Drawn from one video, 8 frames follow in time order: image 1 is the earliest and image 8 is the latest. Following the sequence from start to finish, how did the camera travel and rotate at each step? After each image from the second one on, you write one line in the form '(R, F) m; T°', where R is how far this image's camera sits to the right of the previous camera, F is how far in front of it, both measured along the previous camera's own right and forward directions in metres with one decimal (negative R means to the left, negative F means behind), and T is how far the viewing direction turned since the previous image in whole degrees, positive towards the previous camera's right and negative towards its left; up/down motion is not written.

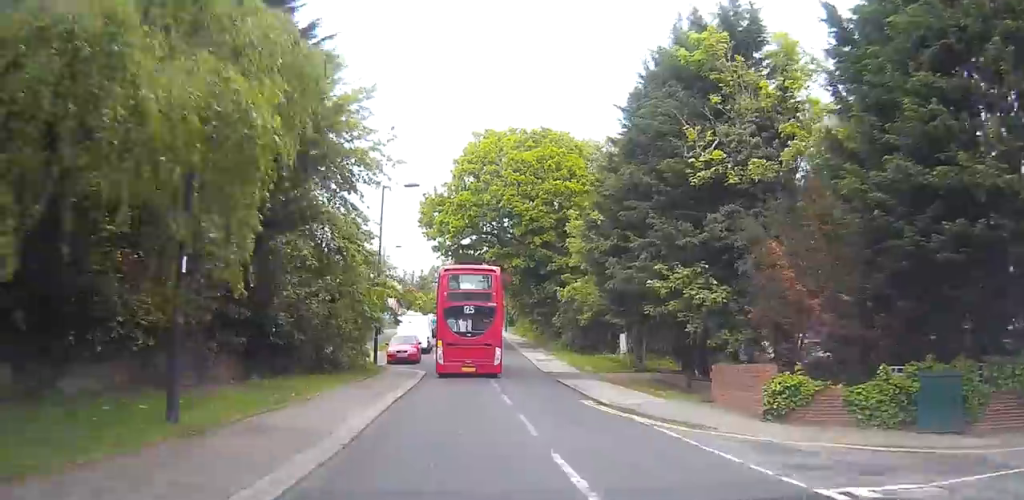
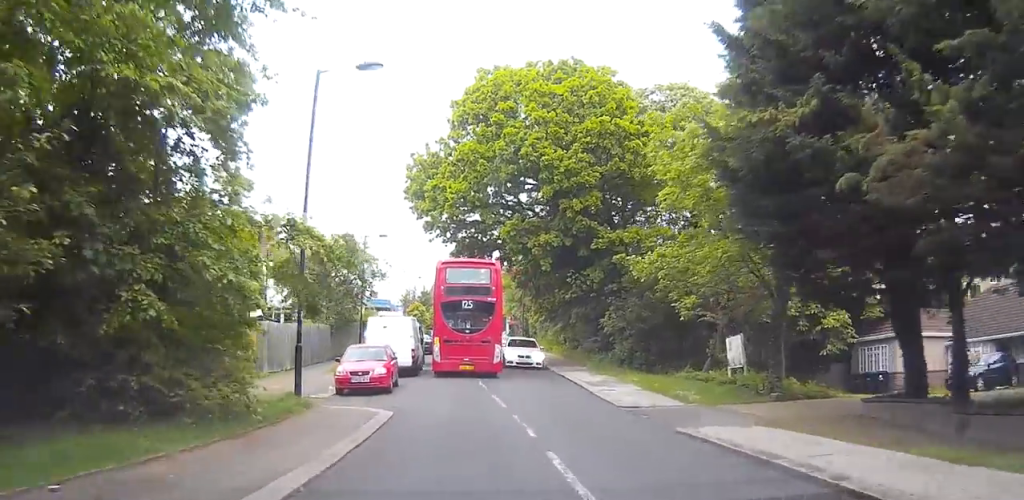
(0.0, +16.3) m; 0°
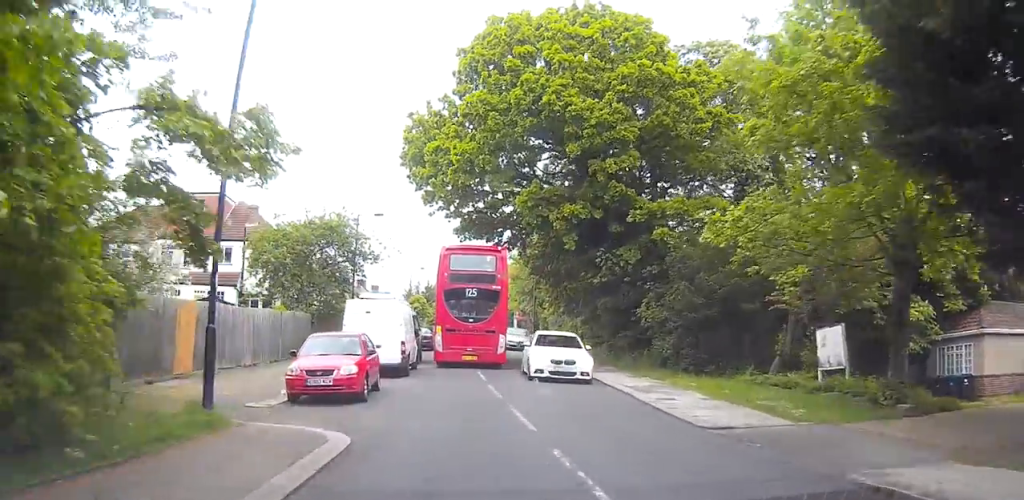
(0.0, +6.5) m; 0°
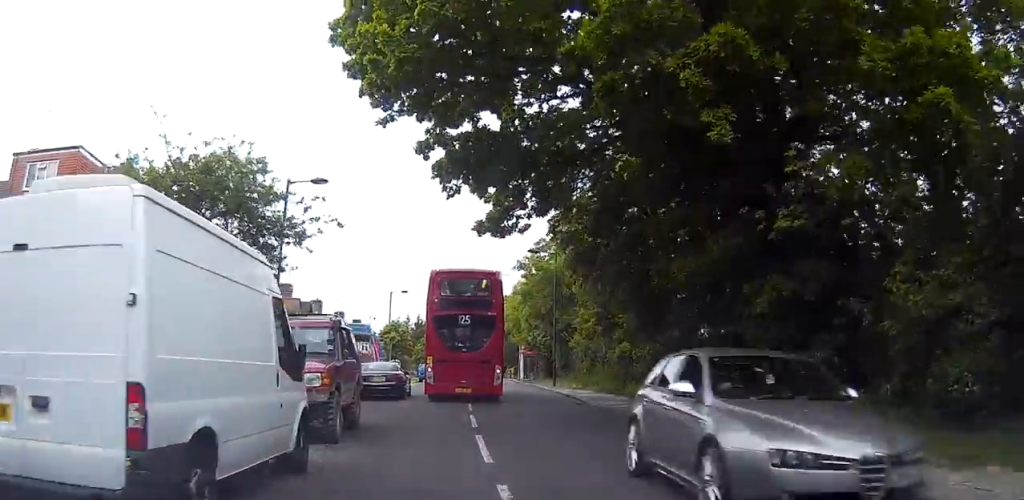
(0.0, +18.2) m; 0°
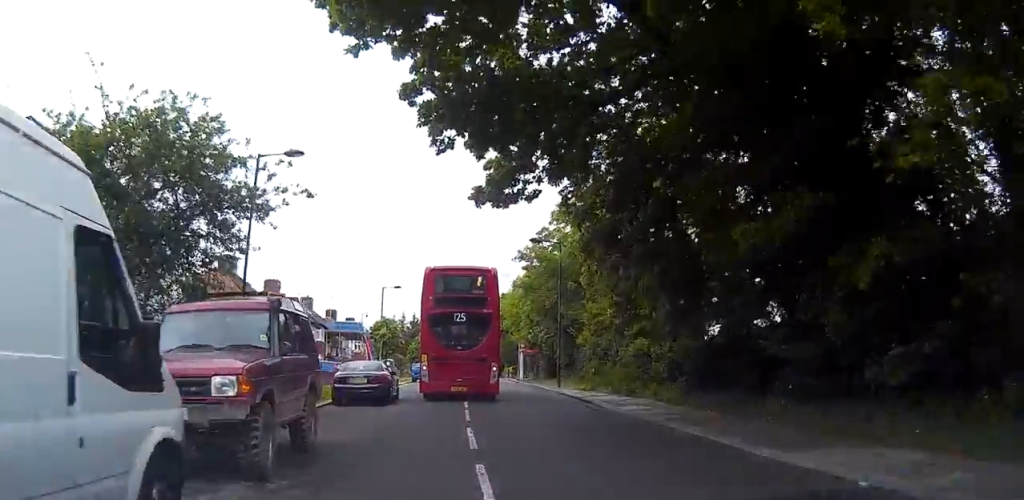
(0.0, +4.0) m; 0°
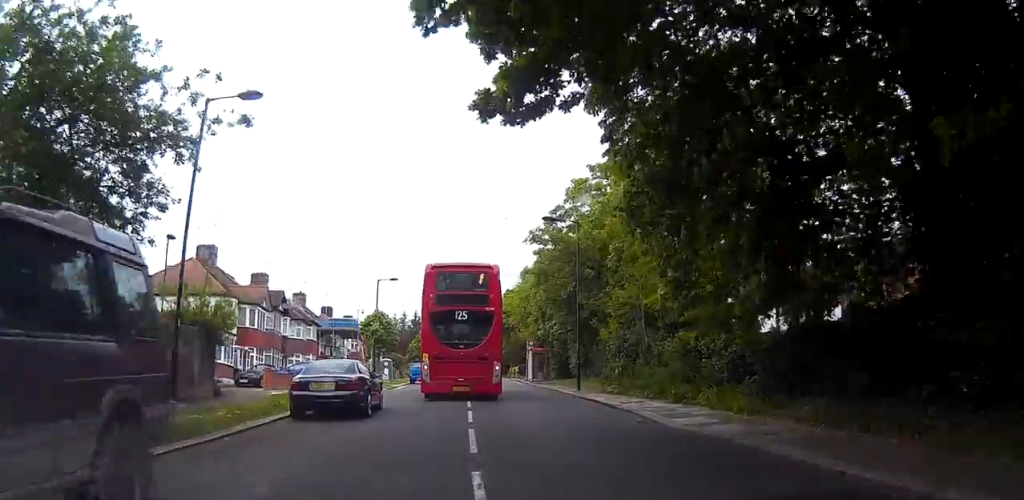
(0.0, +6.0) m; 0°
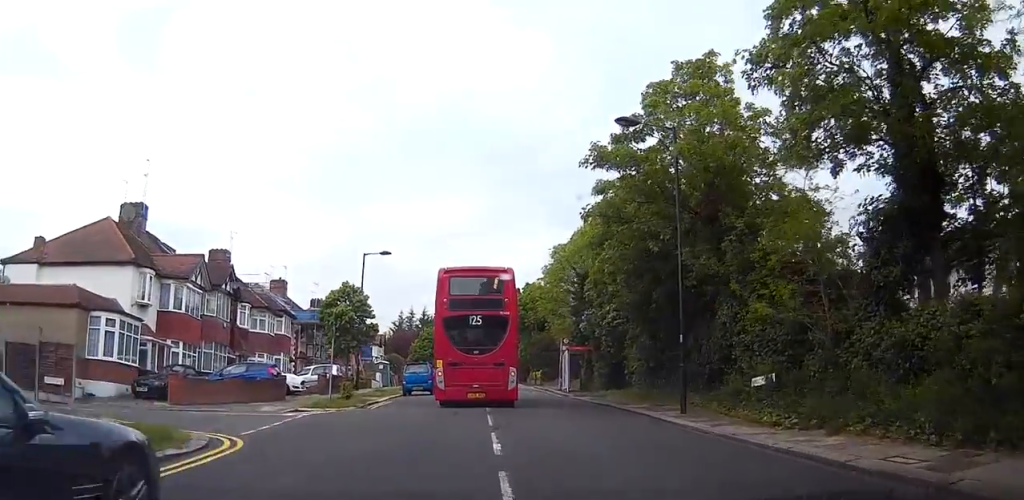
(0.0, +15.9) m; -1°
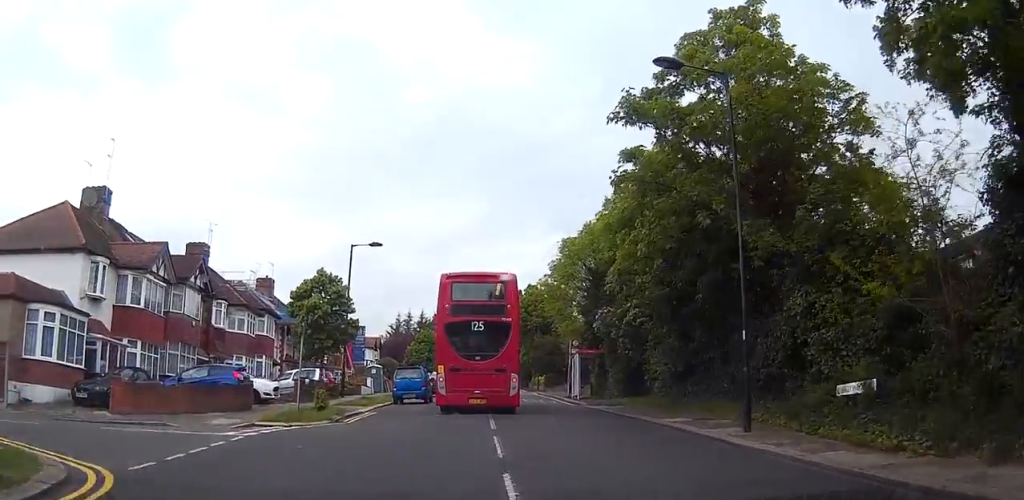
(0.0, +4.7) m; -1°
